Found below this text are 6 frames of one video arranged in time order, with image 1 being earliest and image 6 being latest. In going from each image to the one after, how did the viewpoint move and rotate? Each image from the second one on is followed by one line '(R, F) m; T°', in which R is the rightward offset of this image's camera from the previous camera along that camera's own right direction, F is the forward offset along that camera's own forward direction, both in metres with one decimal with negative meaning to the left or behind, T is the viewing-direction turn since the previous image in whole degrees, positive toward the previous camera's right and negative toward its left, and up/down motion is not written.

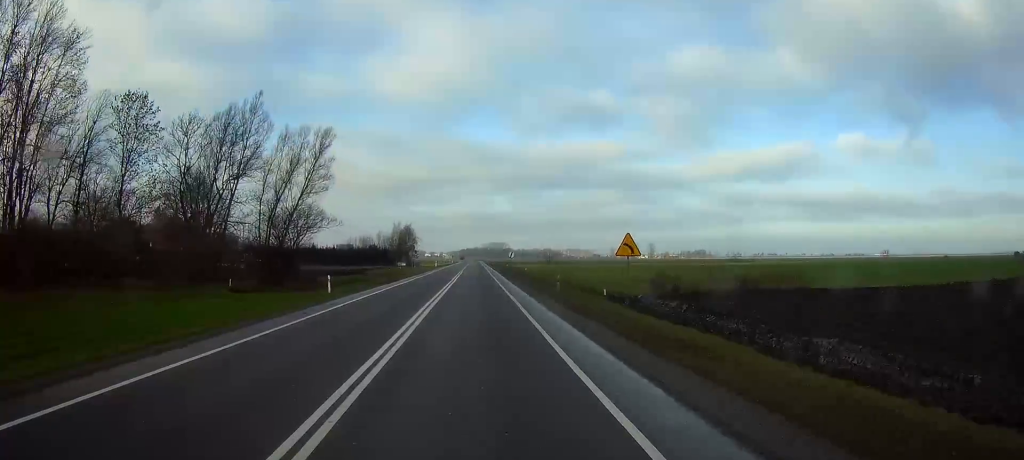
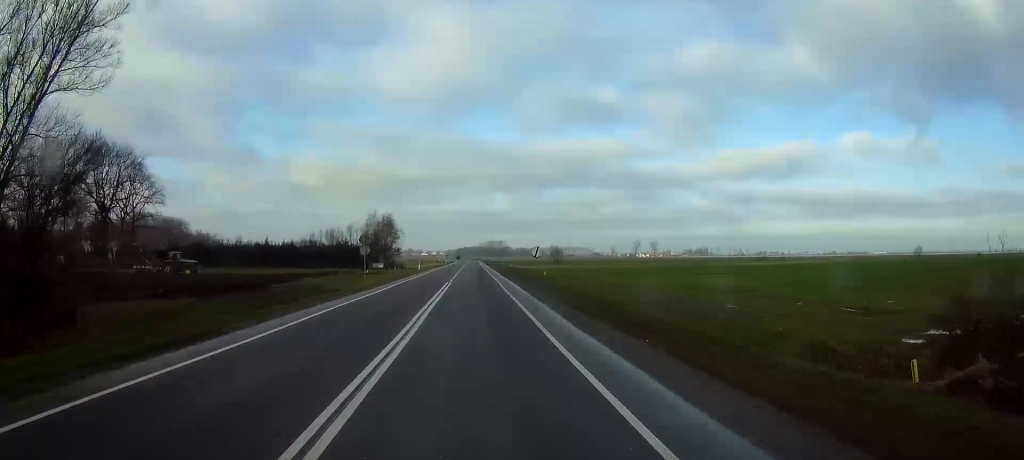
(+0.1, +37.6) m; 0°
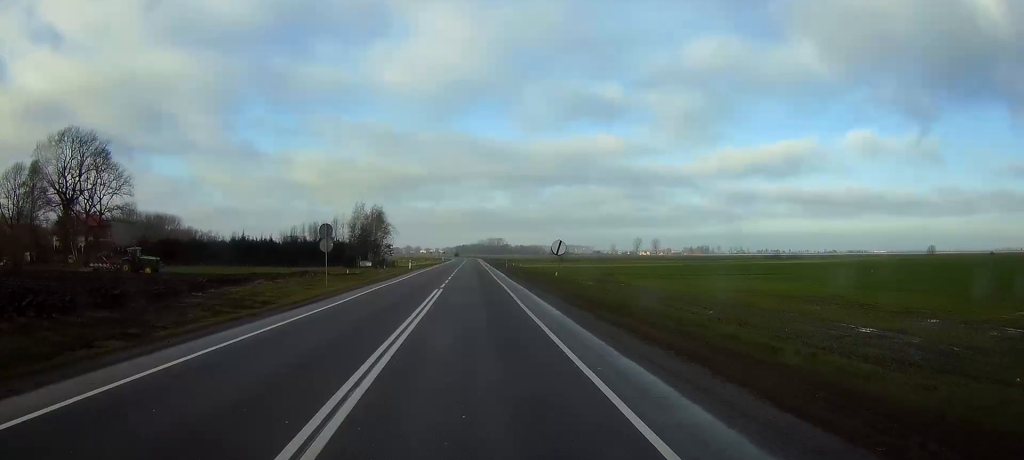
(0.0, +13.6) m; 0°
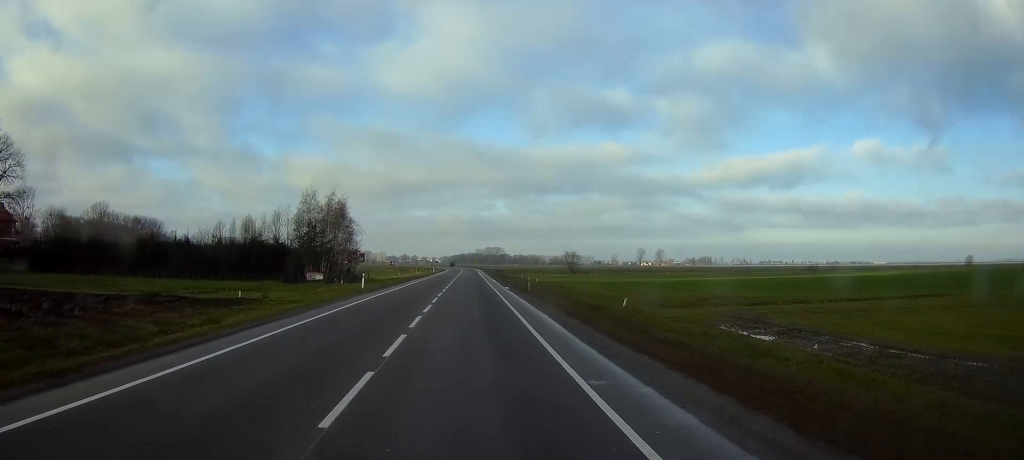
(+0.1, +35.8) m; 0°
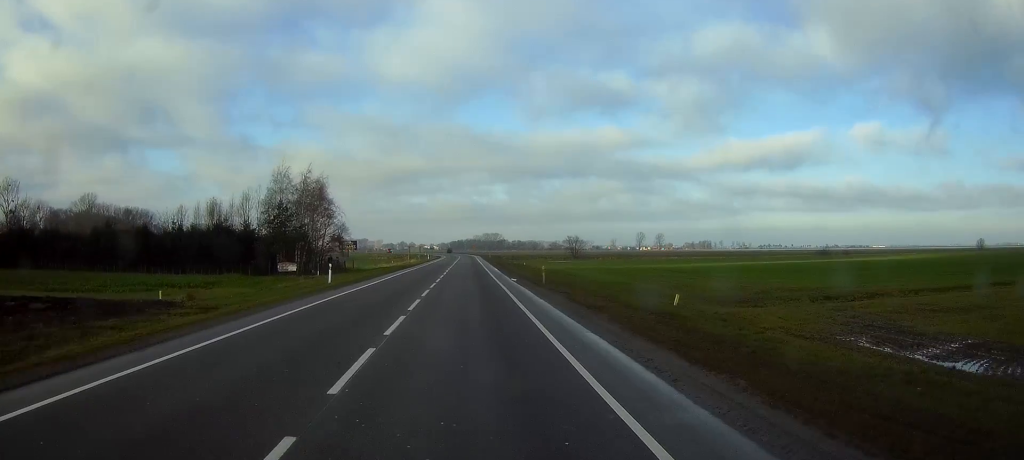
(+0.1, +11.1) m; 0°
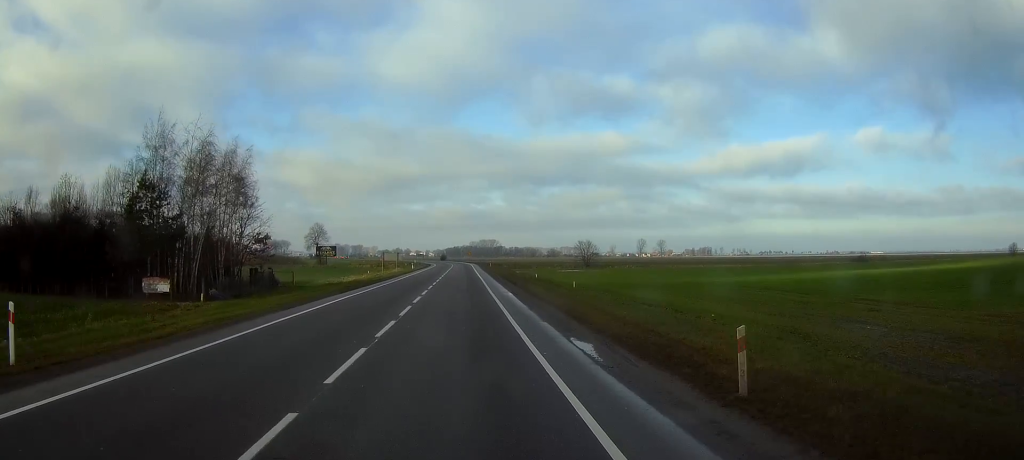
(+0.1, +28.5) m; 0°
